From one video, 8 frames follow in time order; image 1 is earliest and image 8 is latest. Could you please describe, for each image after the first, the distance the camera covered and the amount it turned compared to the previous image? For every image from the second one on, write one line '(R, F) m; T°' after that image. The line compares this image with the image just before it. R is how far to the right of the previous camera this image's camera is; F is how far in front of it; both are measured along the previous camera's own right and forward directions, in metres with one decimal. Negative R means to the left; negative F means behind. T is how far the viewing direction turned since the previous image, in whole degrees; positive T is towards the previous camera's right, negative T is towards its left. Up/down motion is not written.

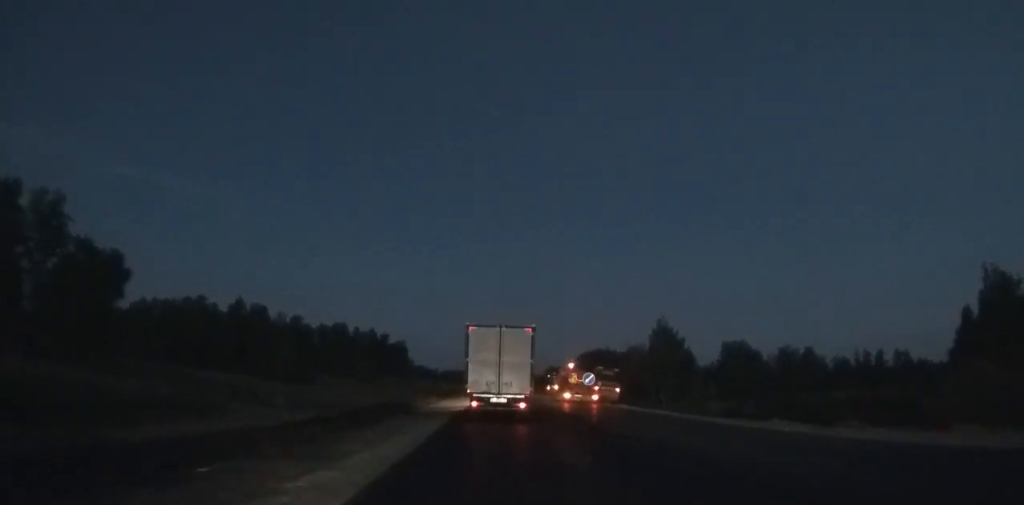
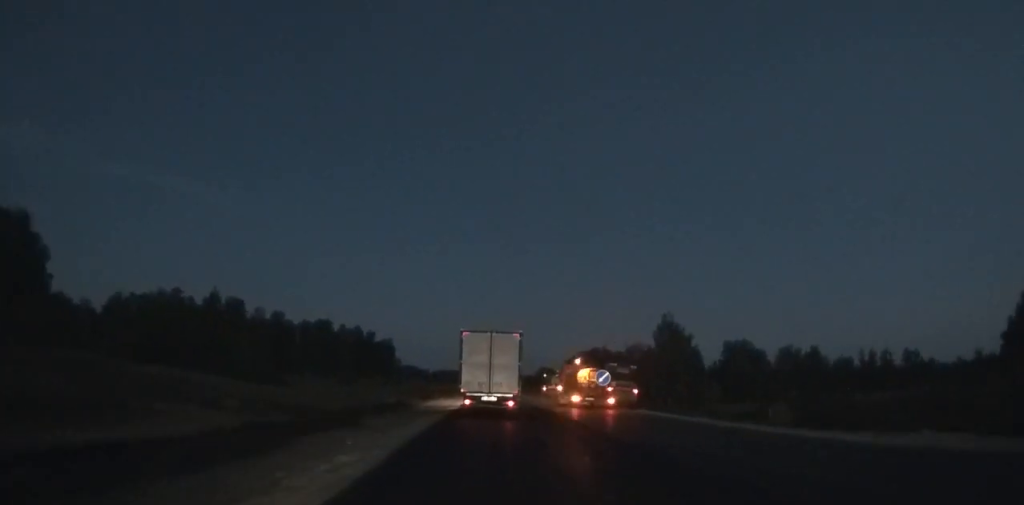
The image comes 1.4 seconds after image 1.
(+0.1, +8.5) m; 0°
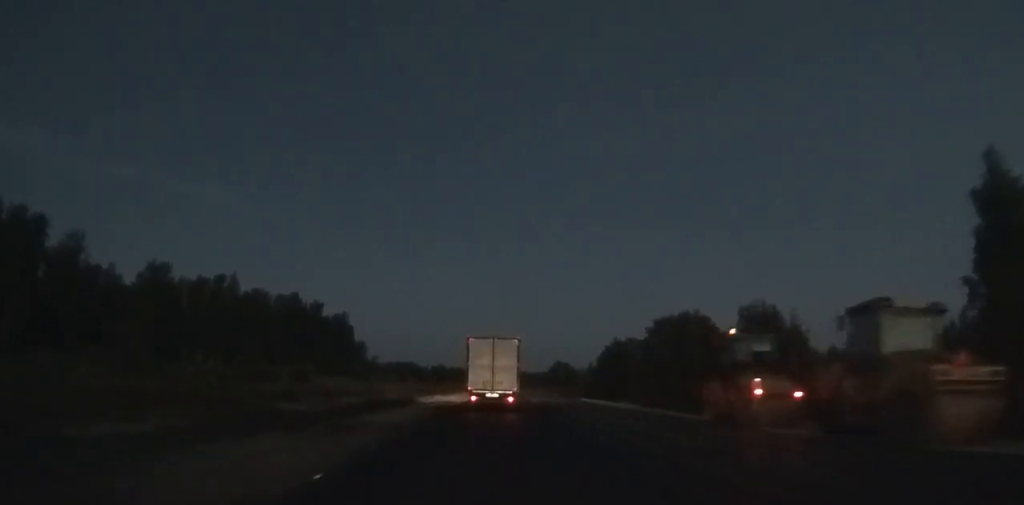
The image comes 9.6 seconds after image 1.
(-0.5, +67.8) m; -1°
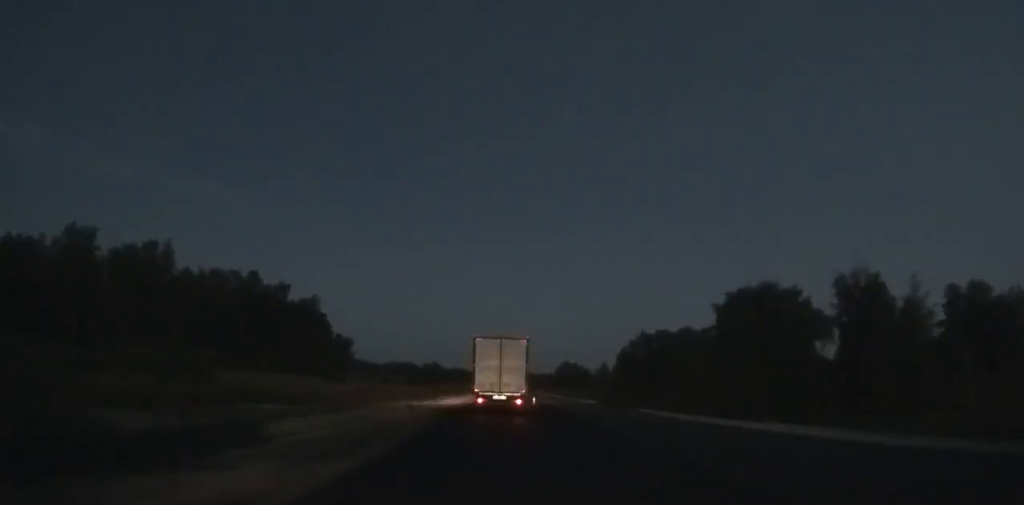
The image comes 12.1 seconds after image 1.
(-0.1, +25.1) m; 0°
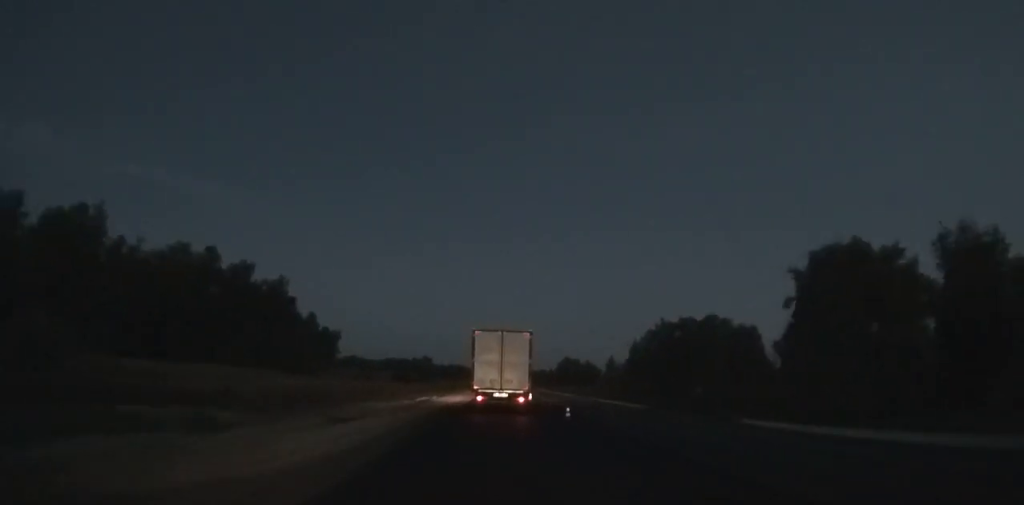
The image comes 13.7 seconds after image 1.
(-0.1, +16.7) m; 0°
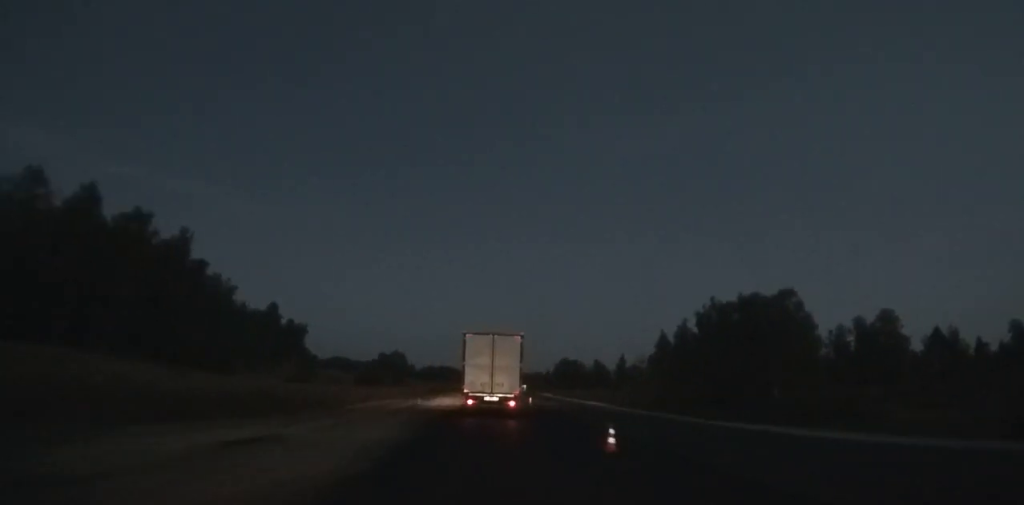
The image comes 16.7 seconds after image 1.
(+0.2, +31.8) m; 0°
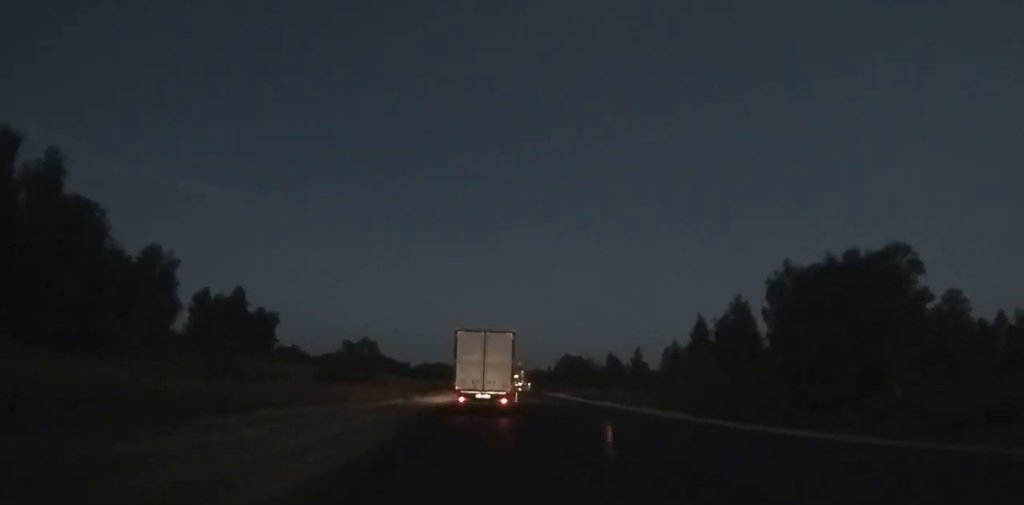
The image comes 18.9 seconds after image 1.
(+0.1, +23.5) m; 0°
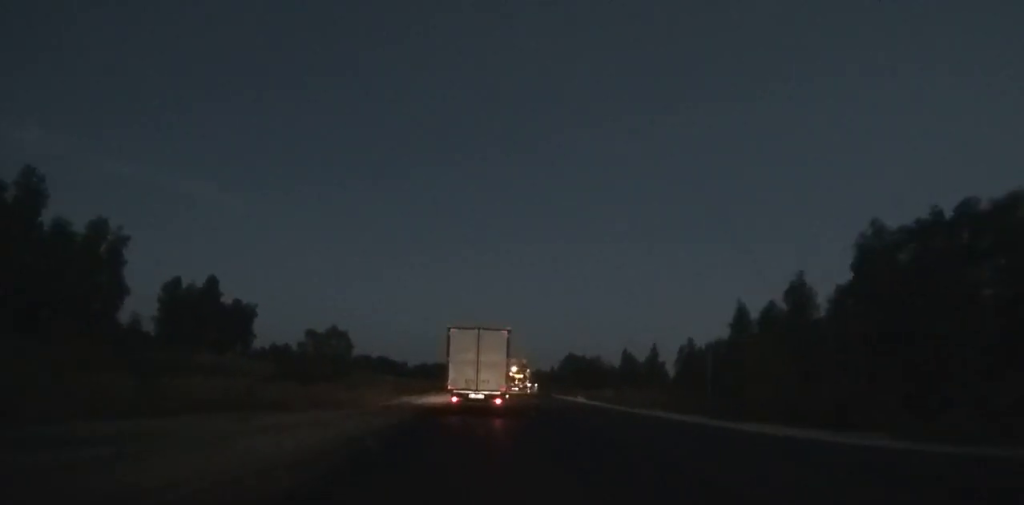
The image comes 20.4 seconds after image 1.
(0.0, +16.0) m; 0°
